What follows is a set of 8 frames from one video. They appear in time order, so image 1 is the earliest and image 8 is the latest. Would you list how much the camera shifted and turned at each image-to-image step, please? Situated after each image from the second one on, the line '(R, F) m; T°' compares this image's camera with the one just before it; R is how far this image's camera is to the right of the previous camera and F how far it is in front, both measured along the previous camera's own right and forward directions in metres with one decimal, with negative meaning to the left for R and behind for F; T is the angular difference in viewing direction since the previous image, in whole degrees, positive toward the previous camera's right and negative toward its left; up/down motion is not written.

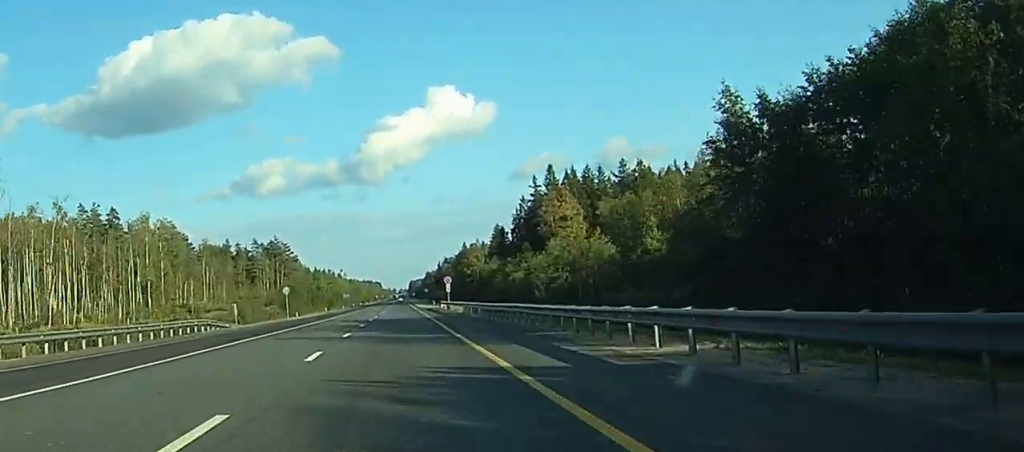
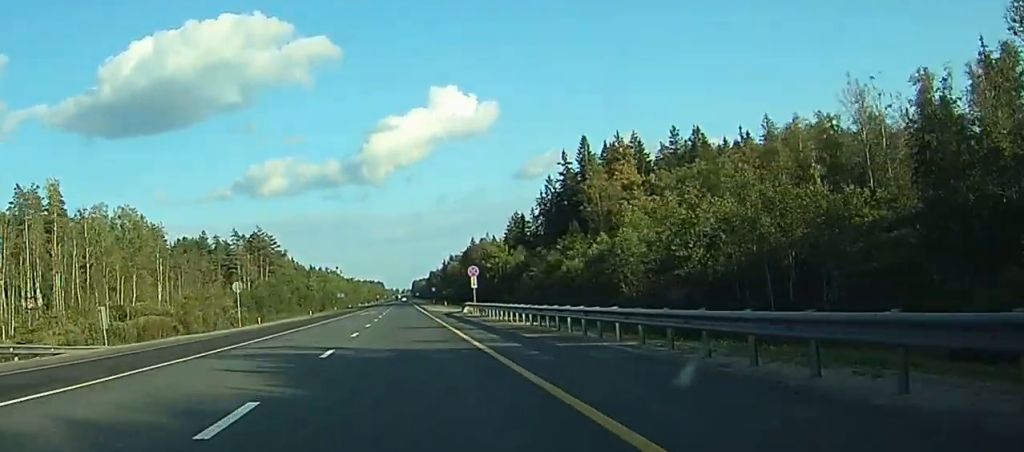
(+0.3, +34.4) m; 0°
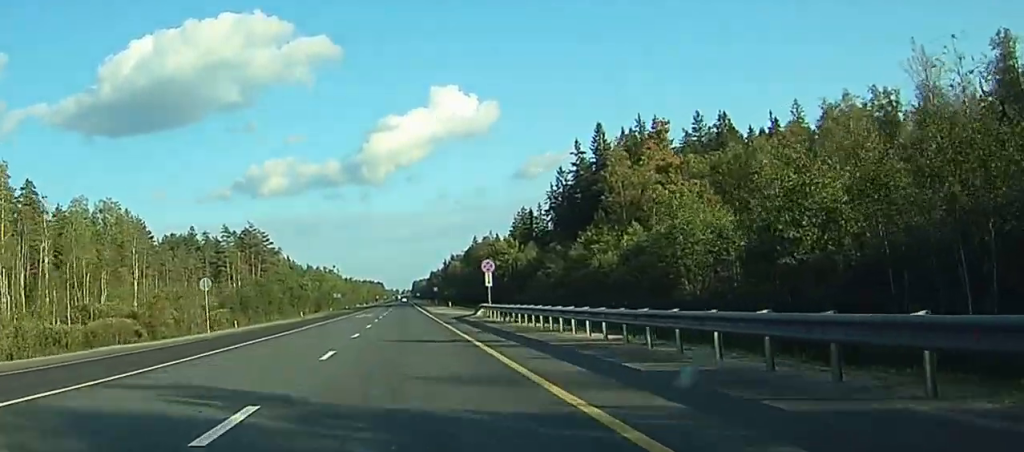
(0.0, +12.4) m; 0°
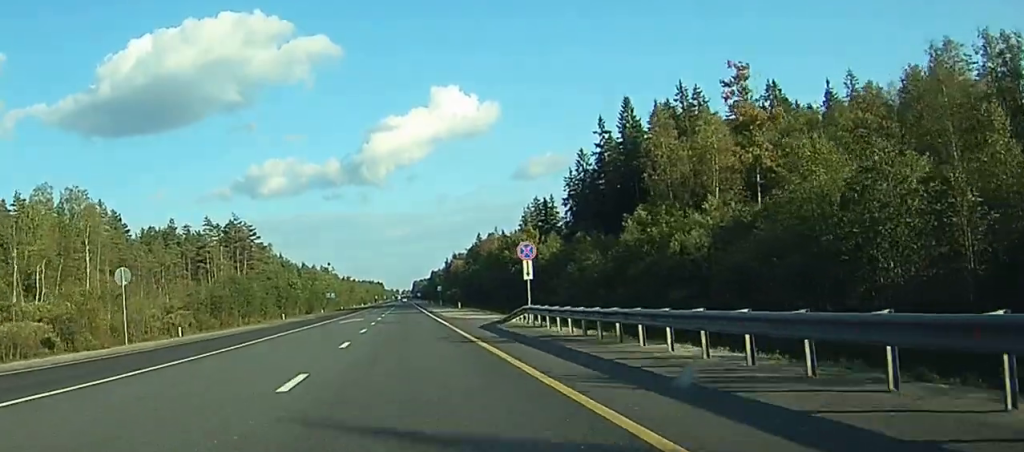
(0.0, +19.1) m; 0°
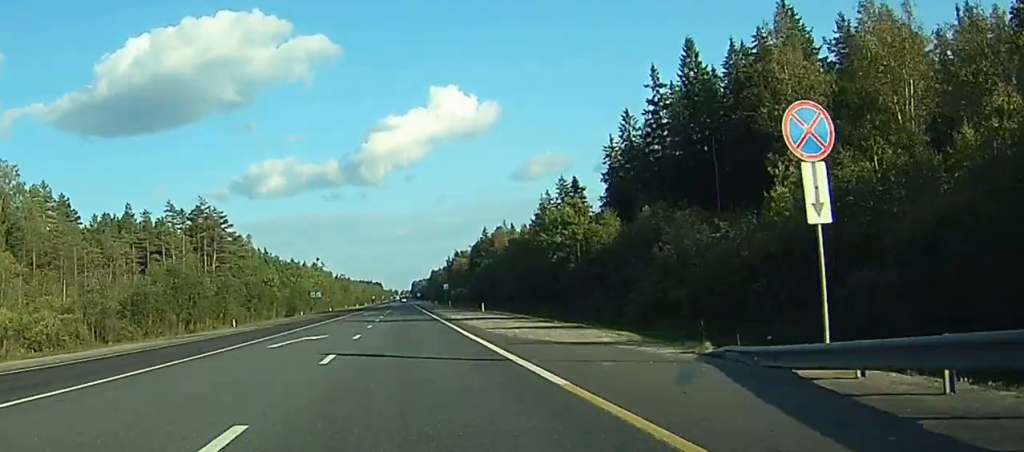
(0.0, +30.5) m; 0°
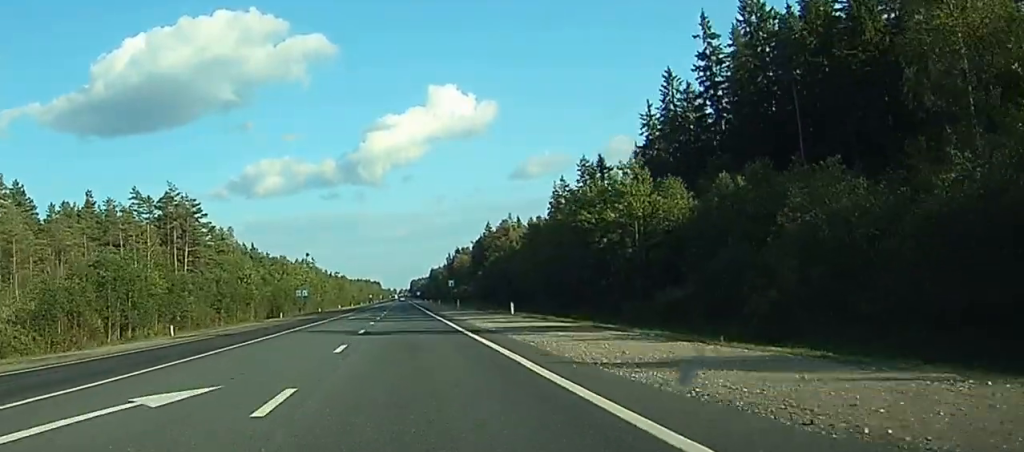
(0.0, +20.0) m; 0°
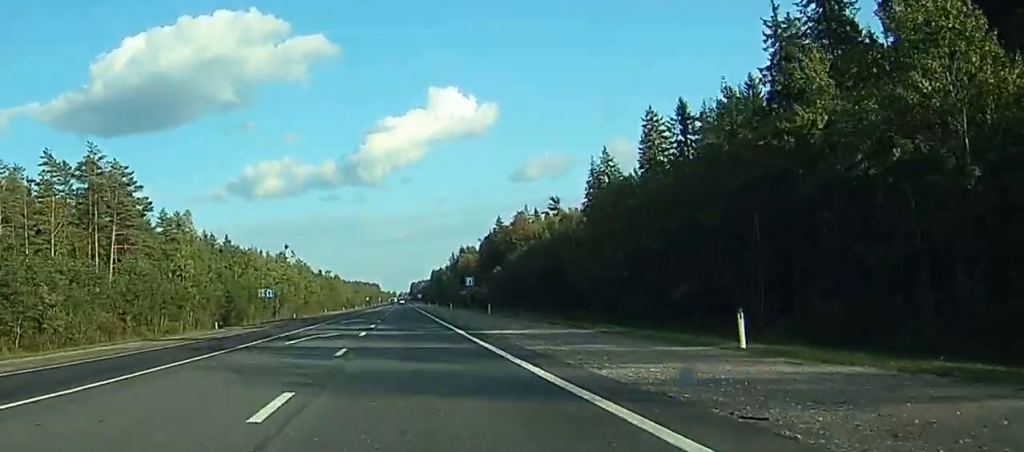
(+0.1, +36.1) m; +1°
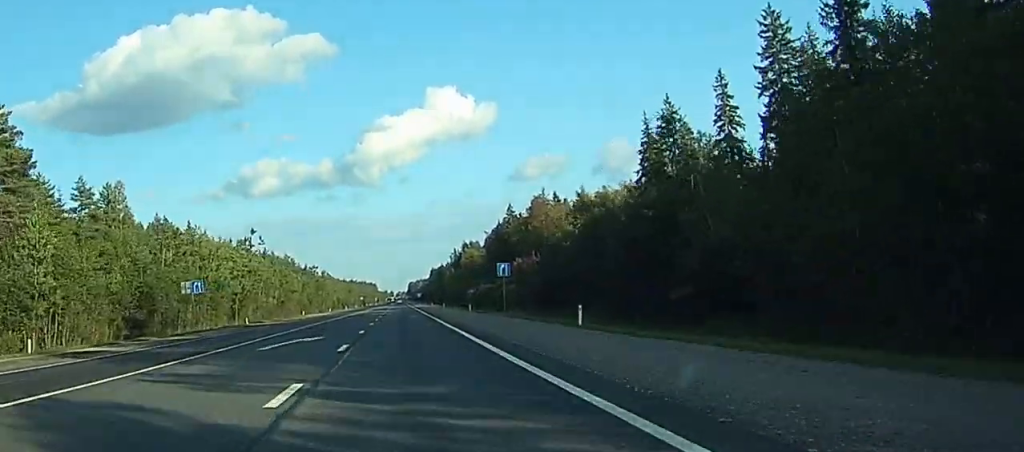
(+0.3, +34.2) m; +1°
